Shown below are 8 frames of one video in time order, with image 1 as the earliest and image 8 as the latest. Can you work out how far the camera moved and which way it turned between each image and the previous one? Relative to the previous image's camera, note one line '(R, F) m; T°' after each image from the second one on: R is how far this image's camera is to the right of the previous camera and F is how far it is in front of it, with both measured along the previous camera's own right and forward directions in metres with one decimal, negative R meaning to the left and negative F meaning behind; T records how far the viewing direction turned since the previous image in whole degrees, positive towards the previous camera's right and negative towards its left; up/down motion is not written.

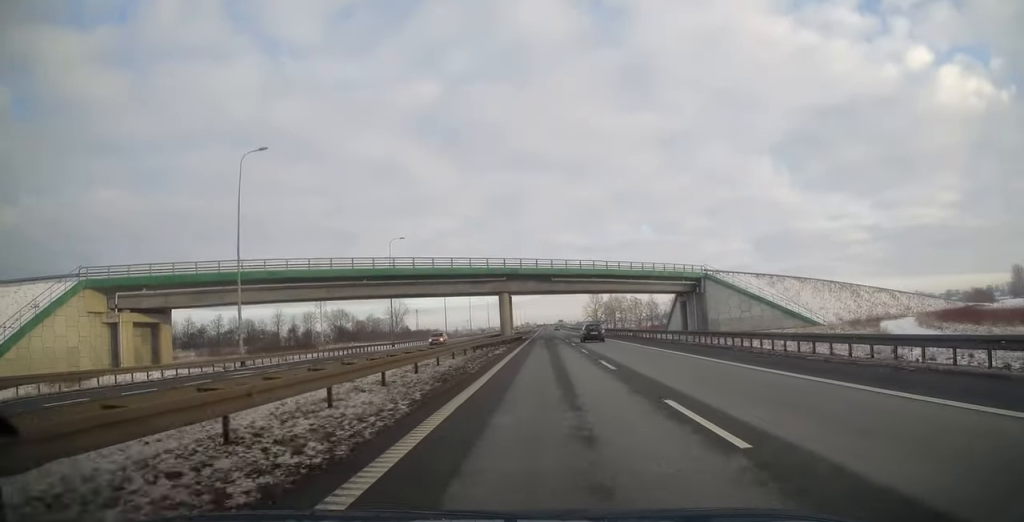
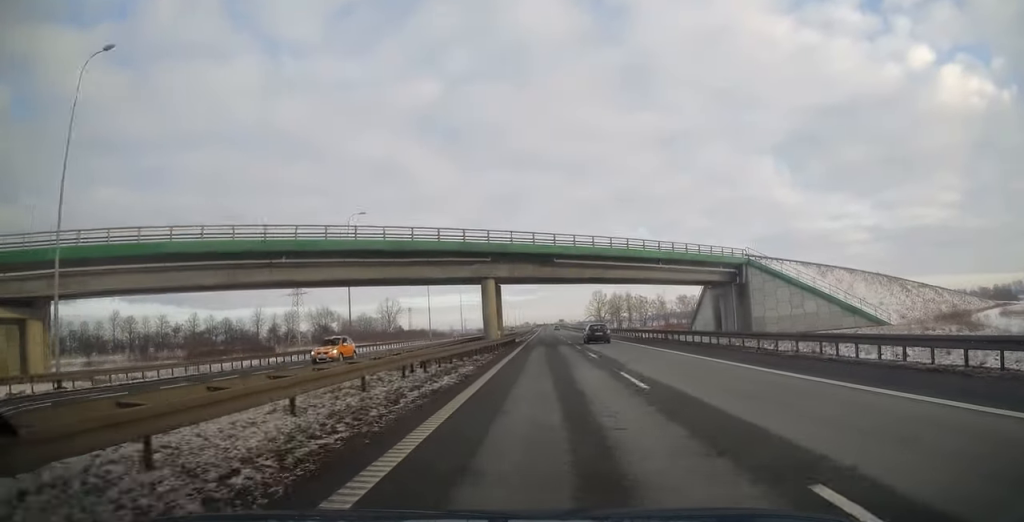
(0.0, +18.1) m; 0°
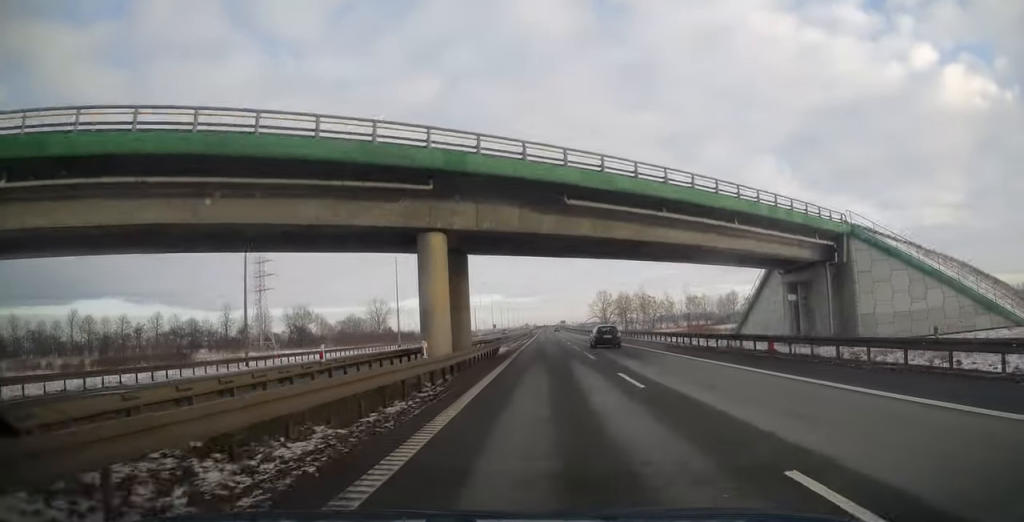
(0.0, +22.8) m; 0°
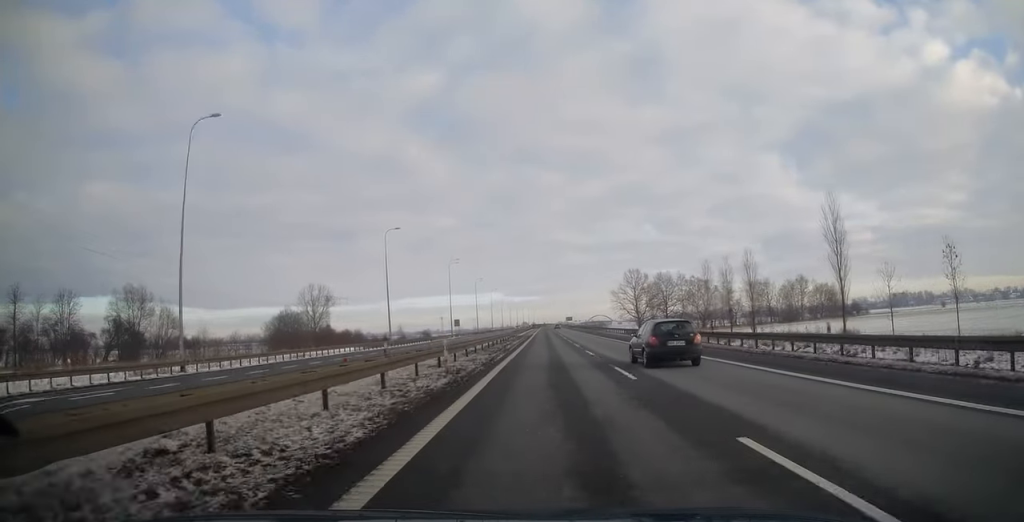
(-0.5, +87.0) m; -1°
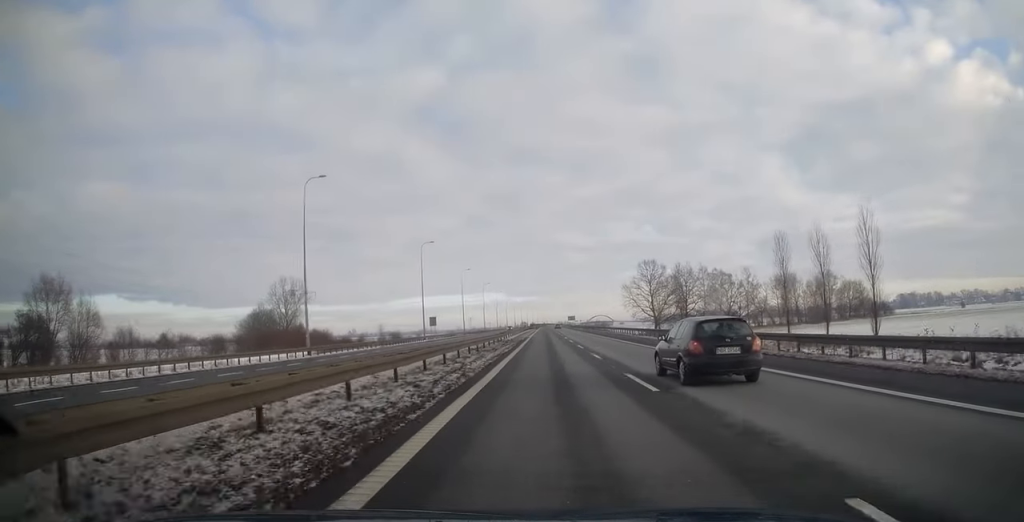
(0.0, +28.1) m; 0°
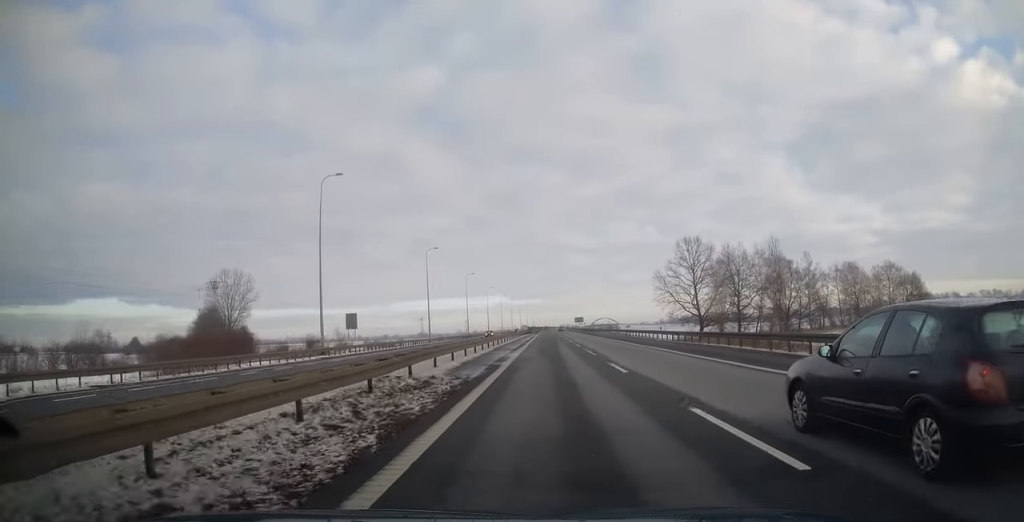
(0.0, +48.9) m; 0°
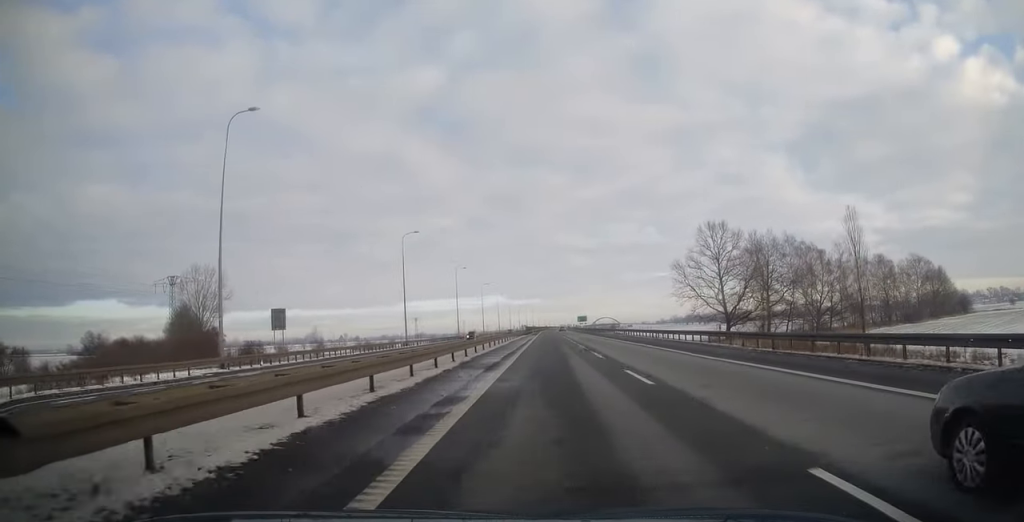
(-0.1, +17.7) m; 0°
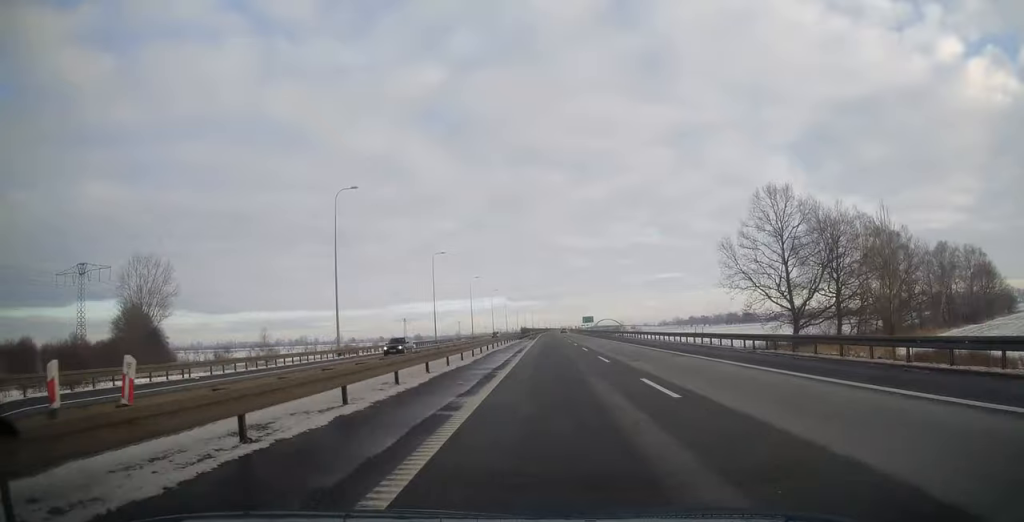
(+0.2, +27.7) m; 0°
